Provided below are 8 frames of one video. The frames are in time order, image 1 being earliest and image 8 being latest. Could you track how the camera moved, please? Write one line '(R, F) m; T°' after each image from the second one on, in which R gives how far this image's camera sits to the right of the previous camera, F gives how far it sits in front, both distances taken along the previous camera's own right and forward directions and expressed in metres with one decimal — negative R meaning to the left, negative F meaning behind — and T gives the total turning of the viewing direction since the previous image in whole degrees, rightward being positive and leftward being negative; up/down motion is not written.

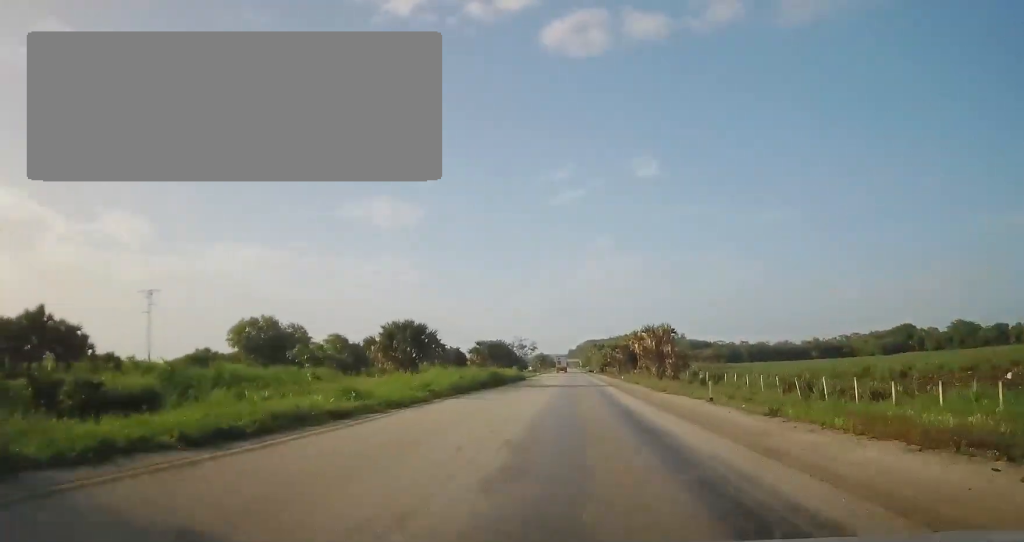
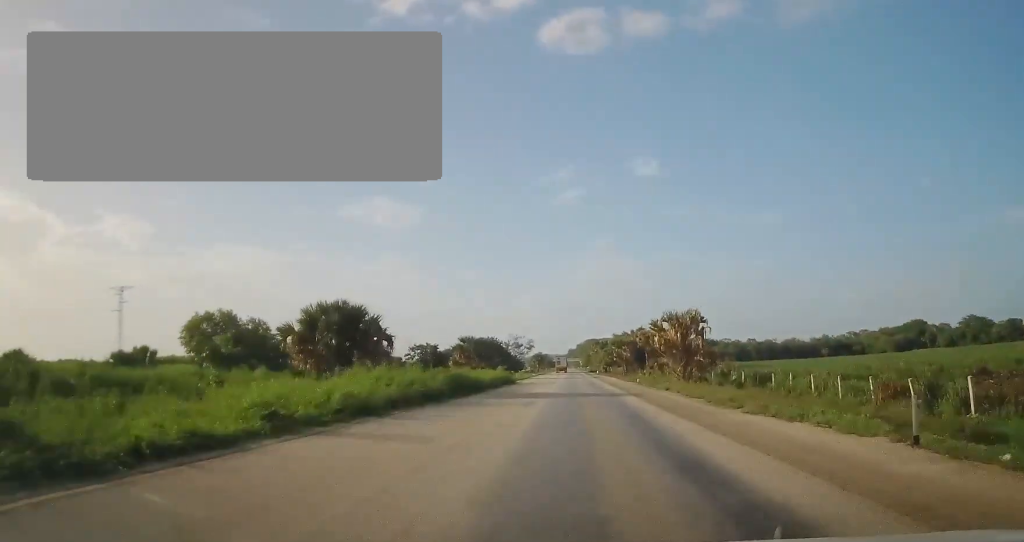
(+0.3, +13.8) m; 0°
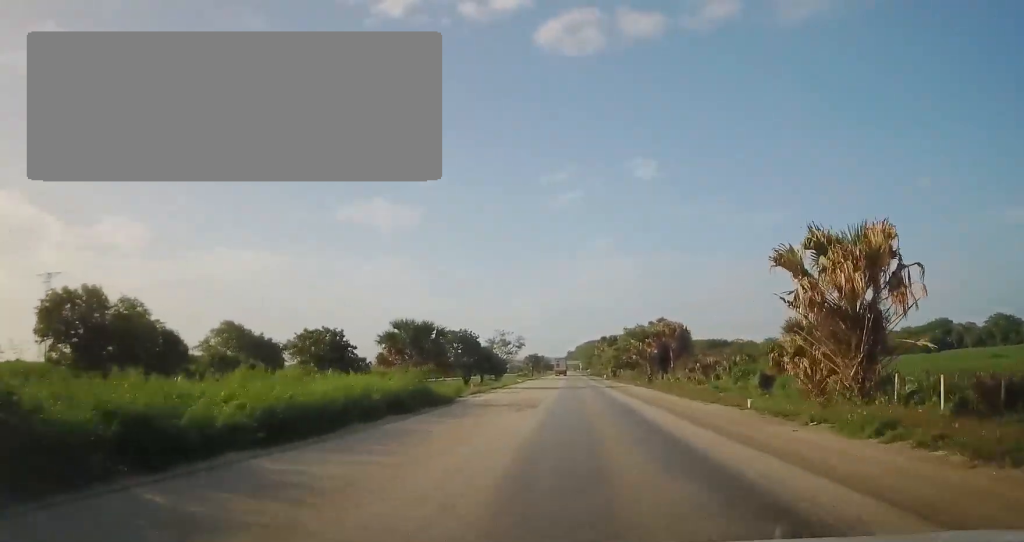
(+0.2, +29.6) m; 0°
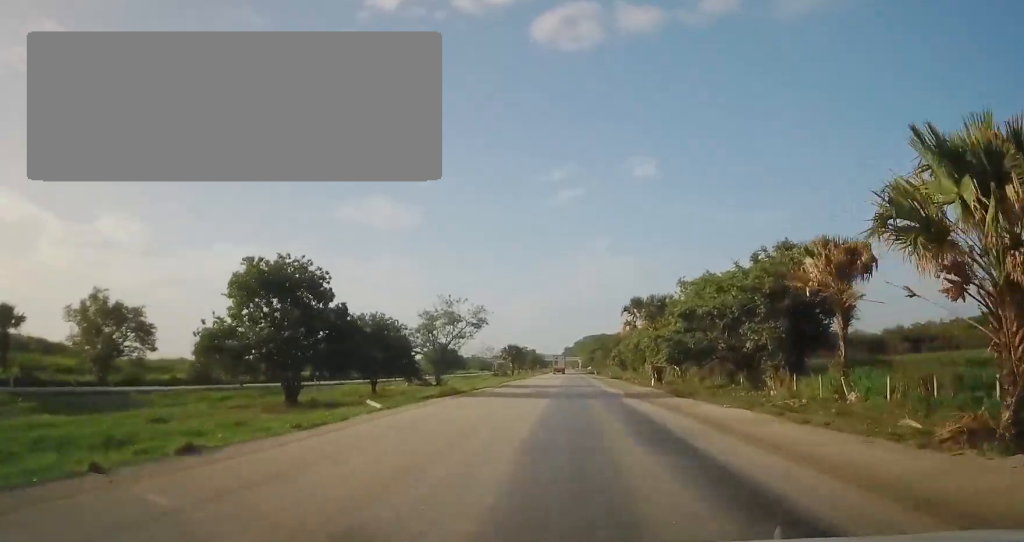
(+0.1, +56.2) m; 0°
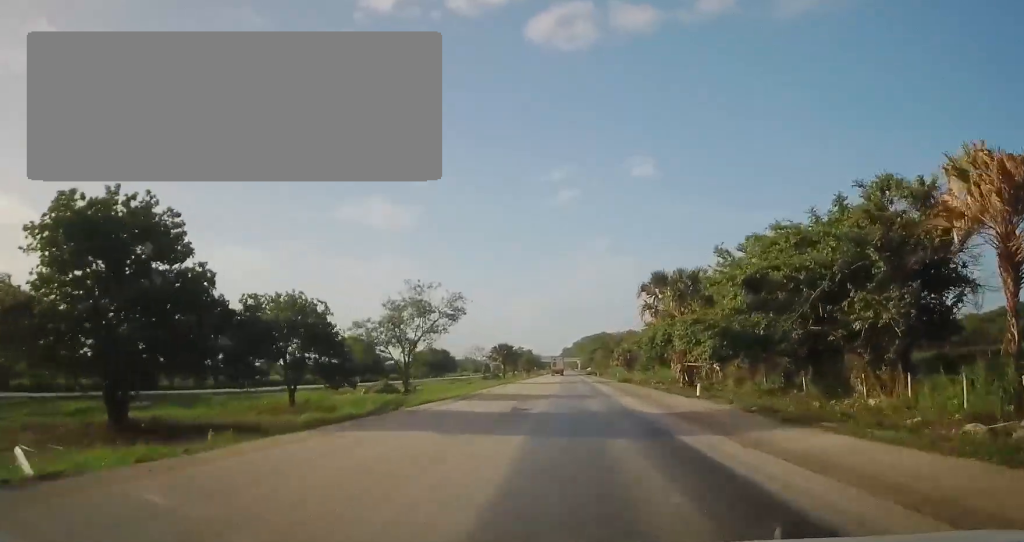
(0.0, +14.3) m; 0°
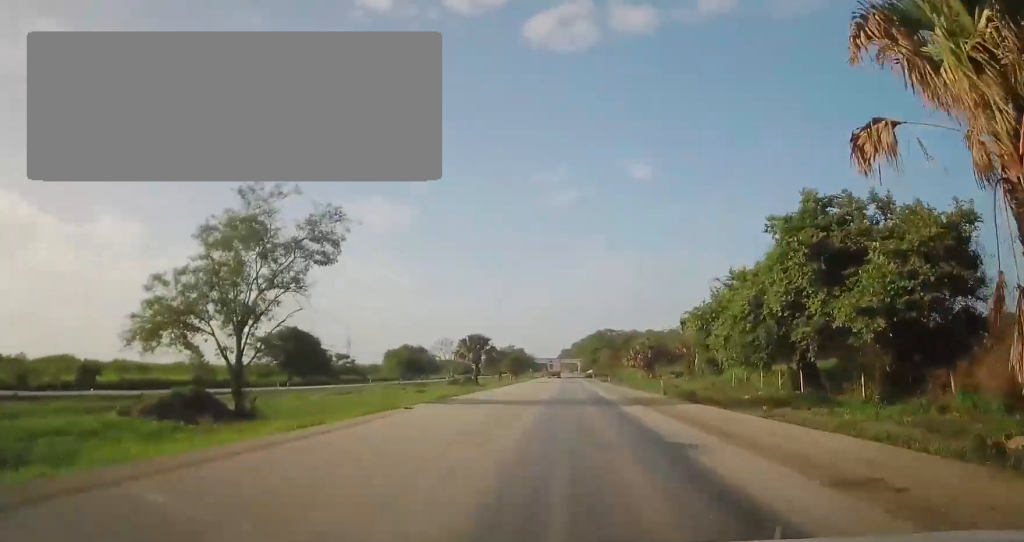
(-0.1, +31.9) m; -1°
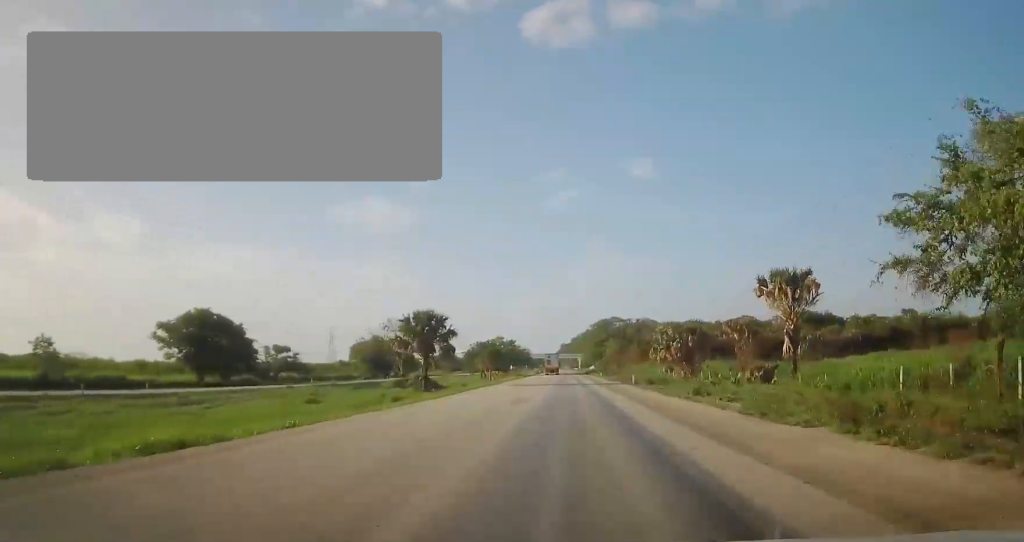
(-0.4, +28.1) m; 0°
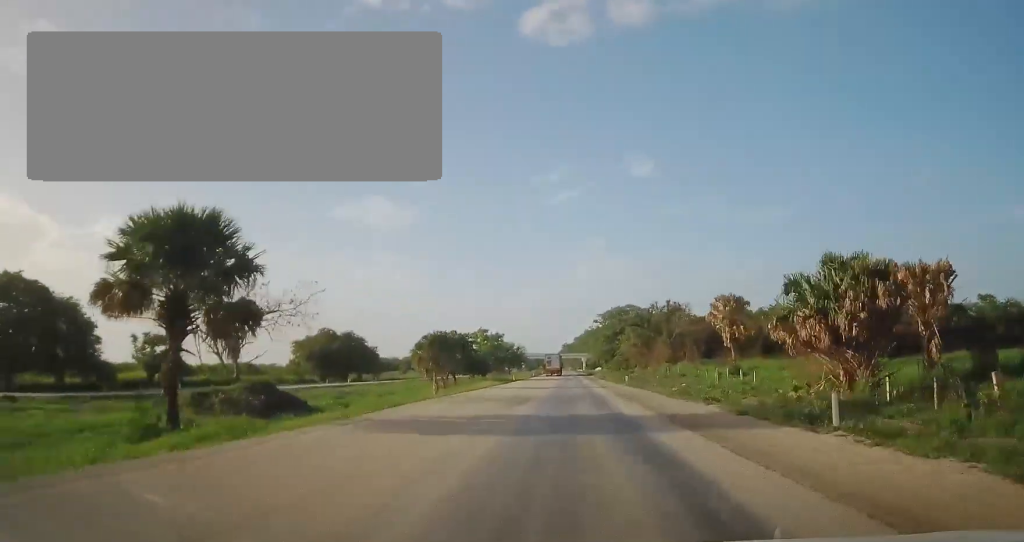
(+0.8, +34.7) m; +2°
